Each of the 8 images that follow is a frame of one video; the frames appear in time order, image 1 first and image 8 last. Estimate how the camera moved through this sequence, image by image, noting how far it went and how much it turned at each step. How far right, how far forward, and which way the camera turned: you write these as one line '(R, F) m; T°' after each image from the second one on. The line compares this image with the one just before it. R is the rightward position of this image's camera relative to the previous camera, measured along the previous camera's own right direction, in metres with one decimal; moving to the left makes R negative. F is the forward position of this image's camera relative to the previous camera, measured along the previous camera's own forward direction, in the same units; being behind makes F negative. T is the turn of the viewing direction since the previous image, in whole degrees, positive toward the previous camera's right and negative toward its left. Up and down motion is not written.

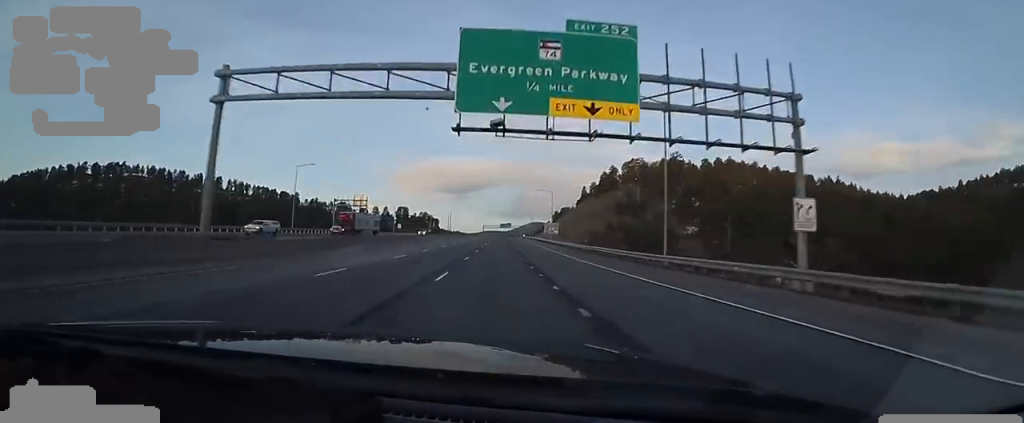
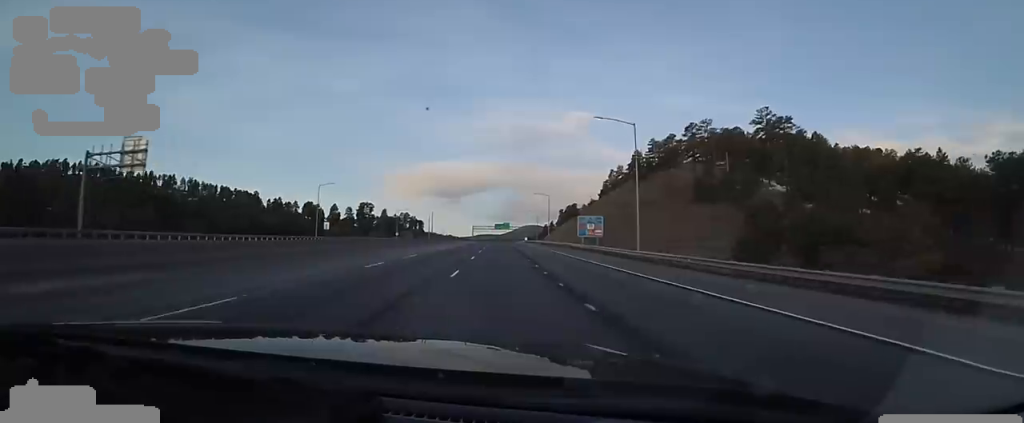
(+1.0, +72.2) m; +1°
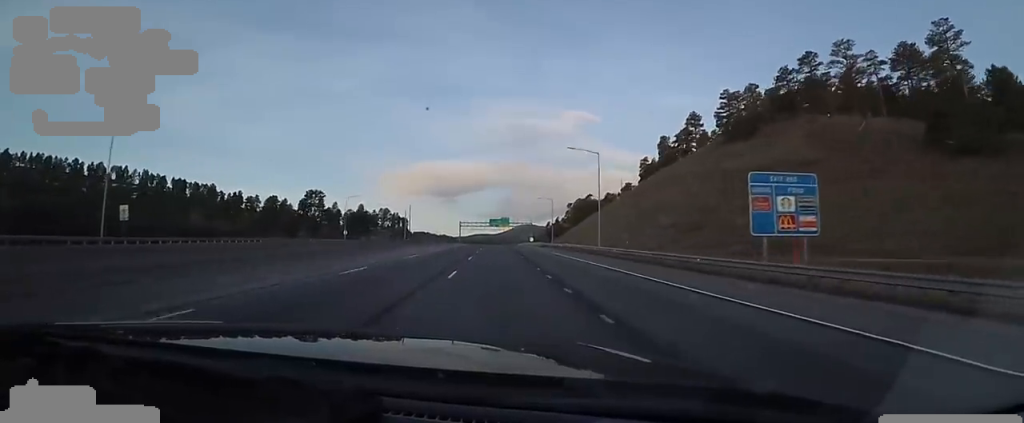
(+1.2, +59.9) m; +1°
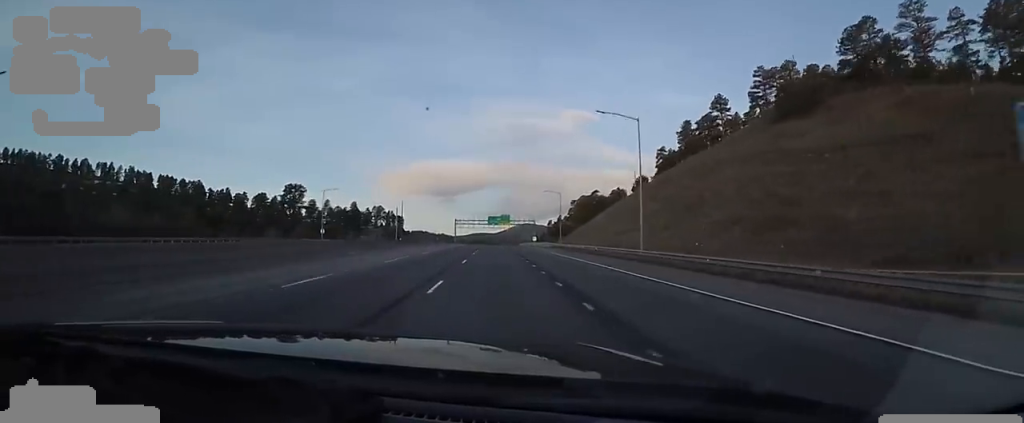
(-0.2, +16.6) m; -1°
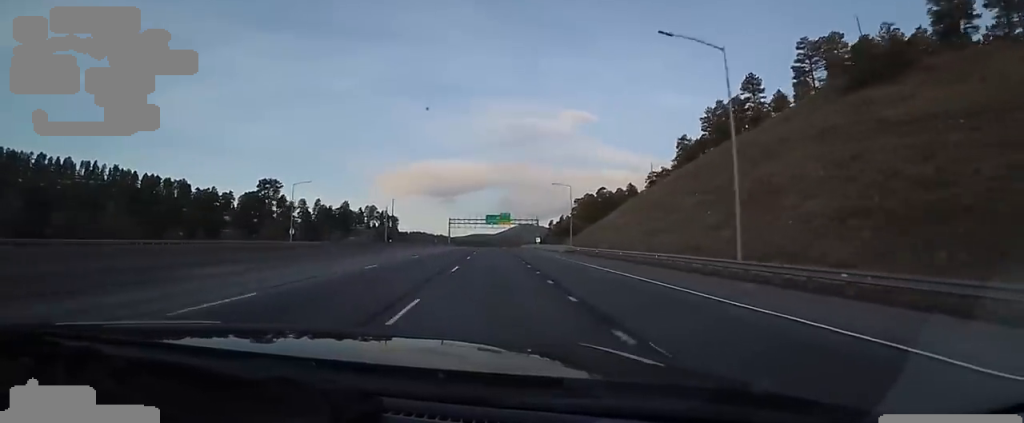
(0.0, +16.6) m; 0°
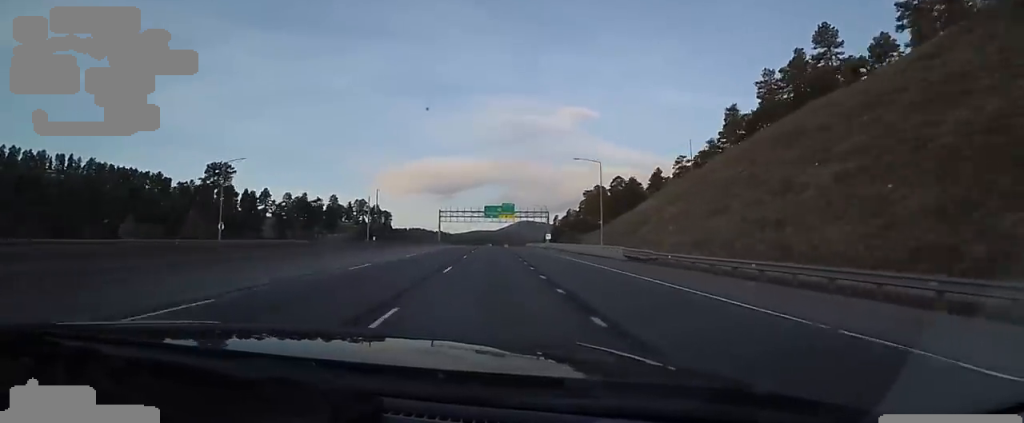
(-0.4, +26.3) m; +1°
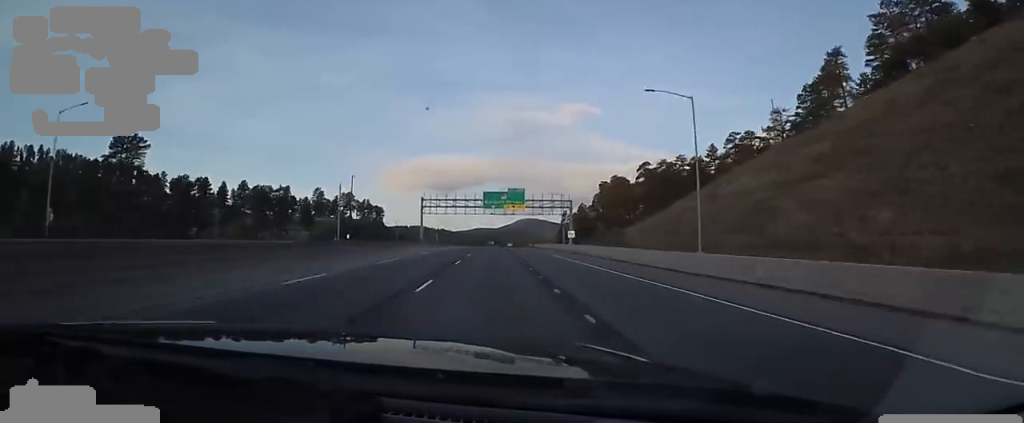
(+1.0, +32.1) m; +1°
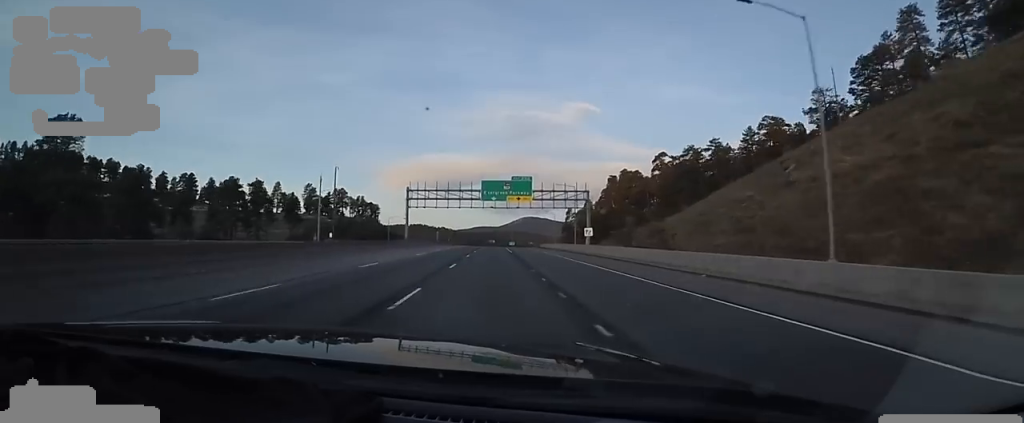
(-0.3, +15.2) m; -1°
